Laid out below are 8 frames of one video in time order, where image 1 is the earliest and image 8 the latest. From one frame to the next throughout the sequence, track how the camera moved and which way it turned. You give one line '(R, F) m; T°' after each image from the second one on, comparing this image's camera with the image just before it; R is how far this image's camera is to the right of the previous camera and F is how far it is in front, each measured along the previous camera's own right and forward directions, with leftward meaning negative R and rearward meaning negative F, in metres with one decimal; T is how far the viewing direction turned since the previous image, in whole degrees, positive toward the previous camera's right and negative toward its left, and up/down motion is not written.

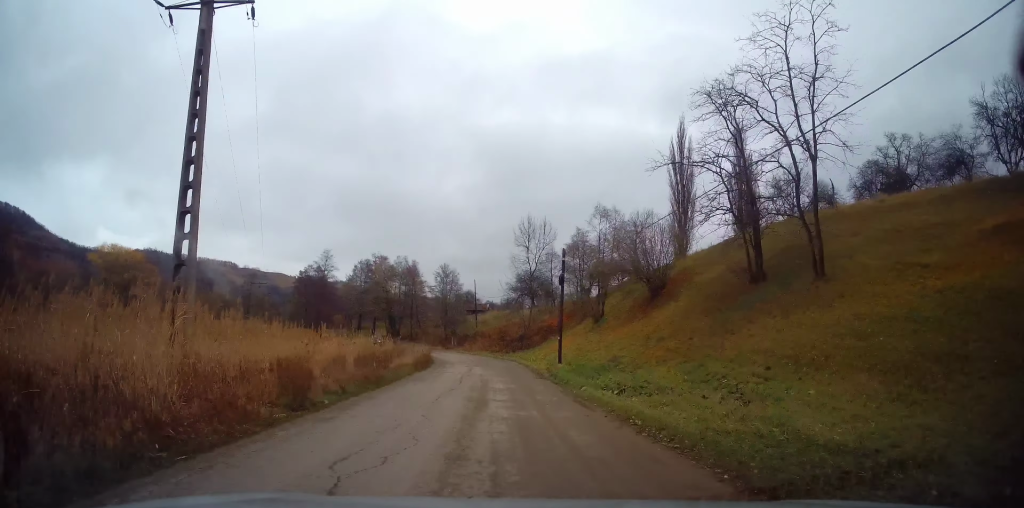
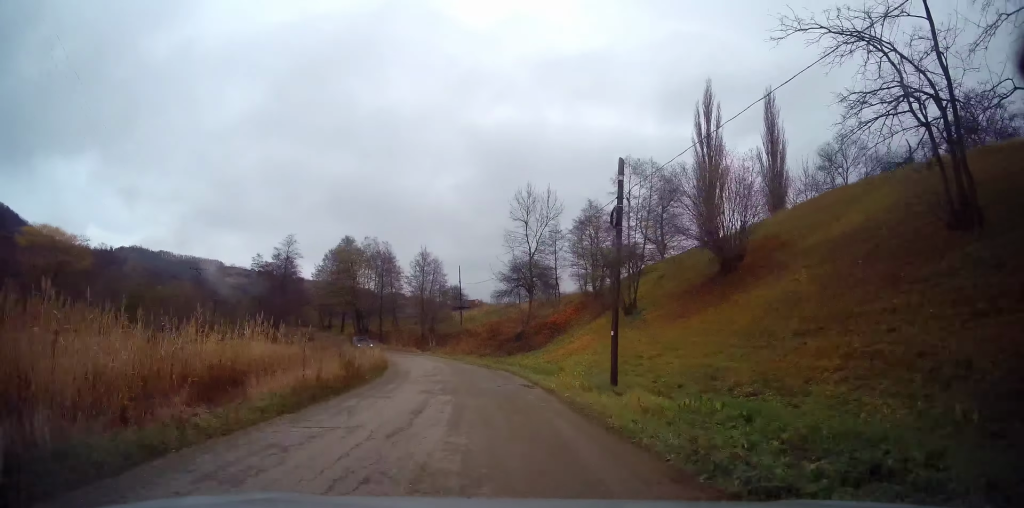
(+0.3, +14.4) m; 0°
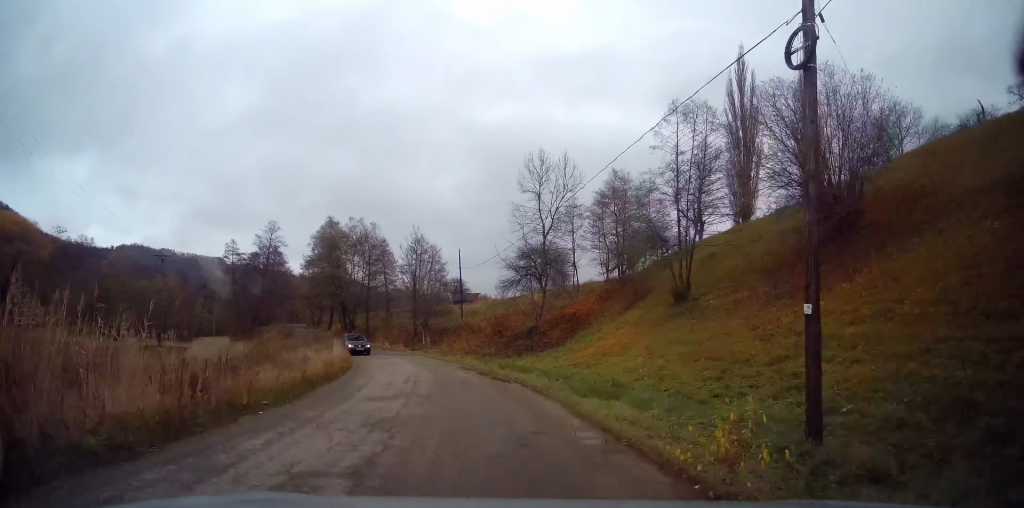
(0.0, +9.1) m; -1°
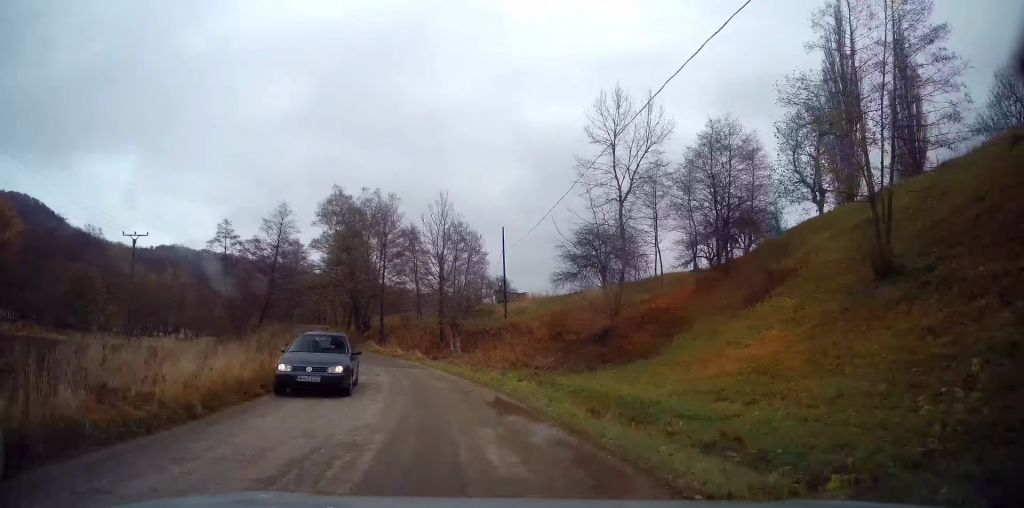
(-0.4, +13.7) m; -4°
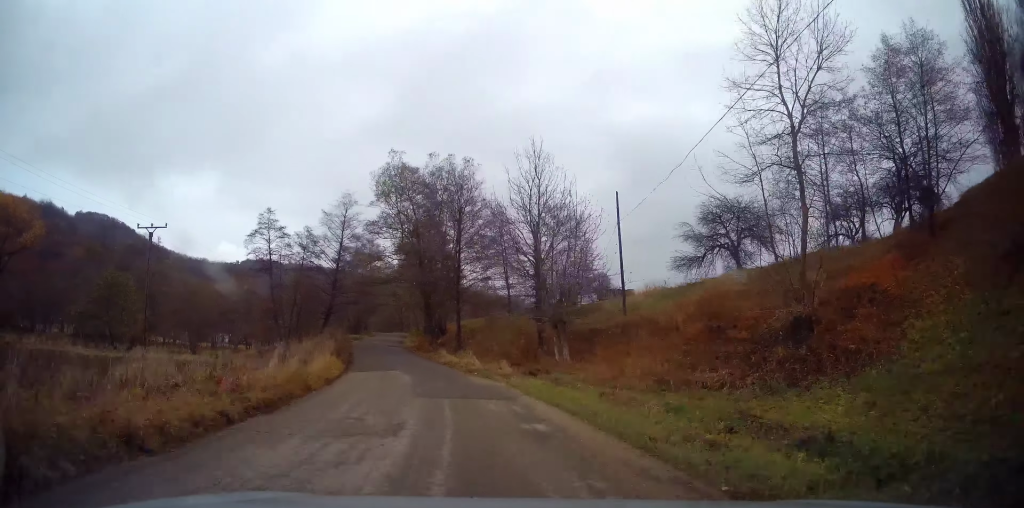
(-0.4, +11.5) m; -9°
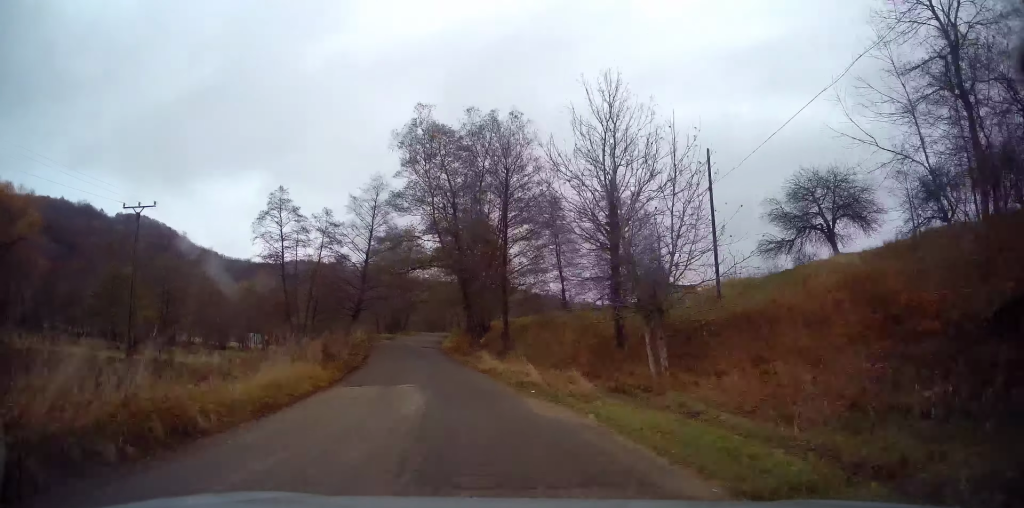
(-0.8, +7.5) m; -6°
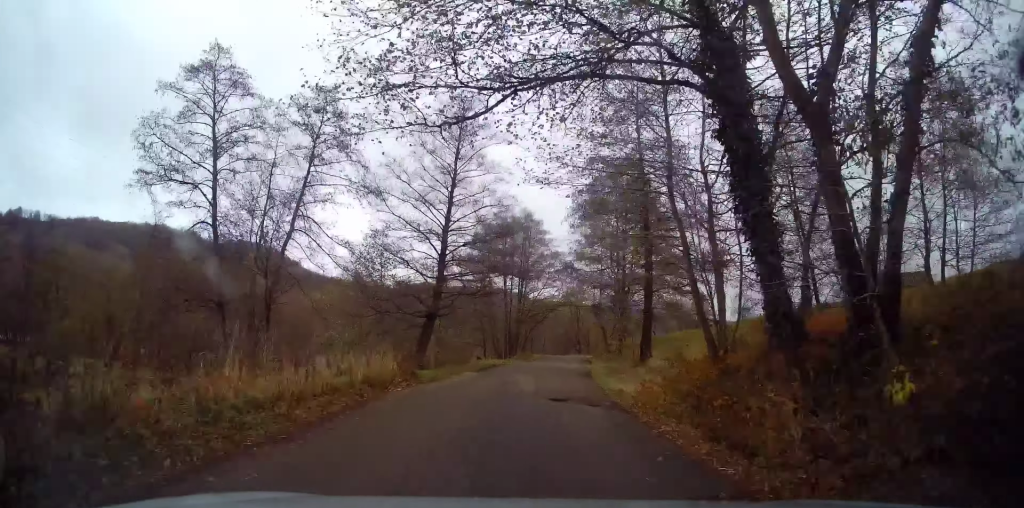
(-2.6, +24.1) m; -9°
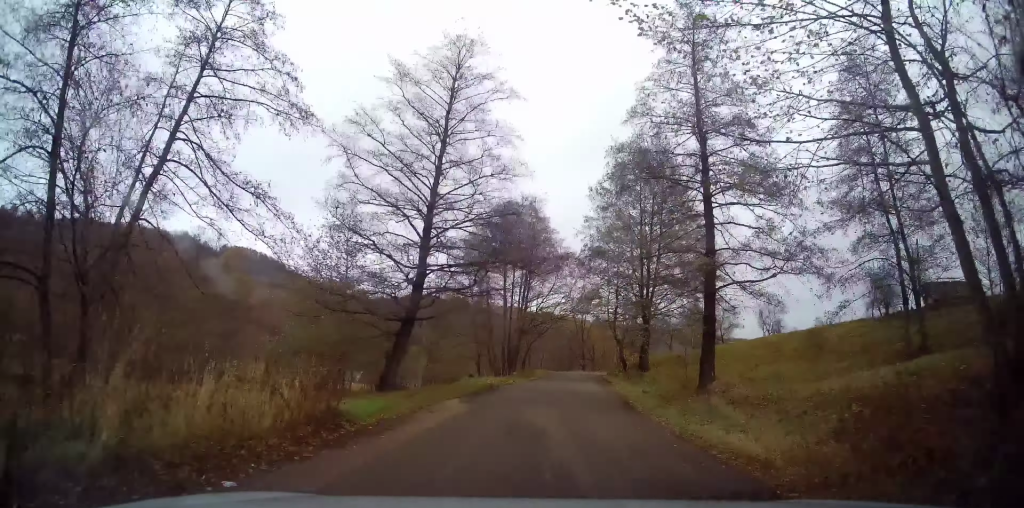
(-0.1, +7.8) m; 0°
